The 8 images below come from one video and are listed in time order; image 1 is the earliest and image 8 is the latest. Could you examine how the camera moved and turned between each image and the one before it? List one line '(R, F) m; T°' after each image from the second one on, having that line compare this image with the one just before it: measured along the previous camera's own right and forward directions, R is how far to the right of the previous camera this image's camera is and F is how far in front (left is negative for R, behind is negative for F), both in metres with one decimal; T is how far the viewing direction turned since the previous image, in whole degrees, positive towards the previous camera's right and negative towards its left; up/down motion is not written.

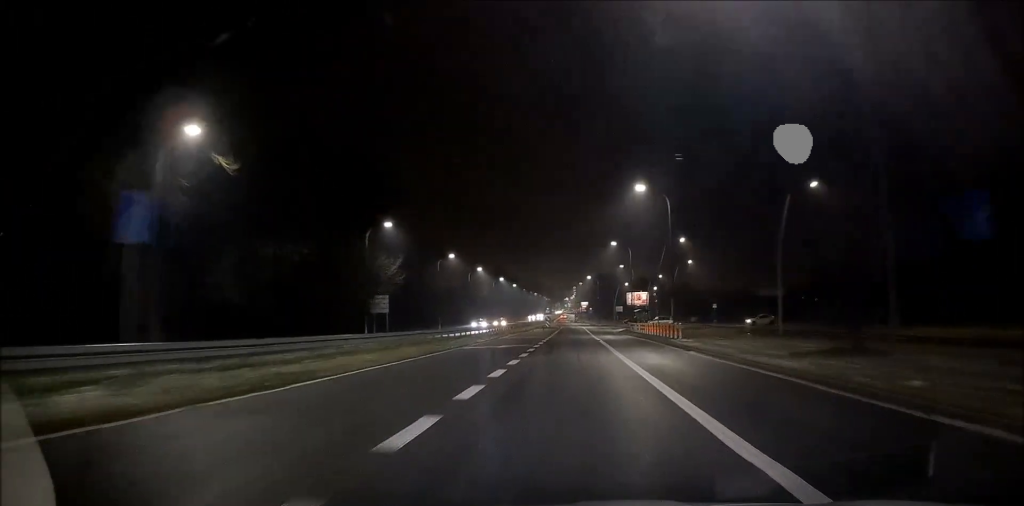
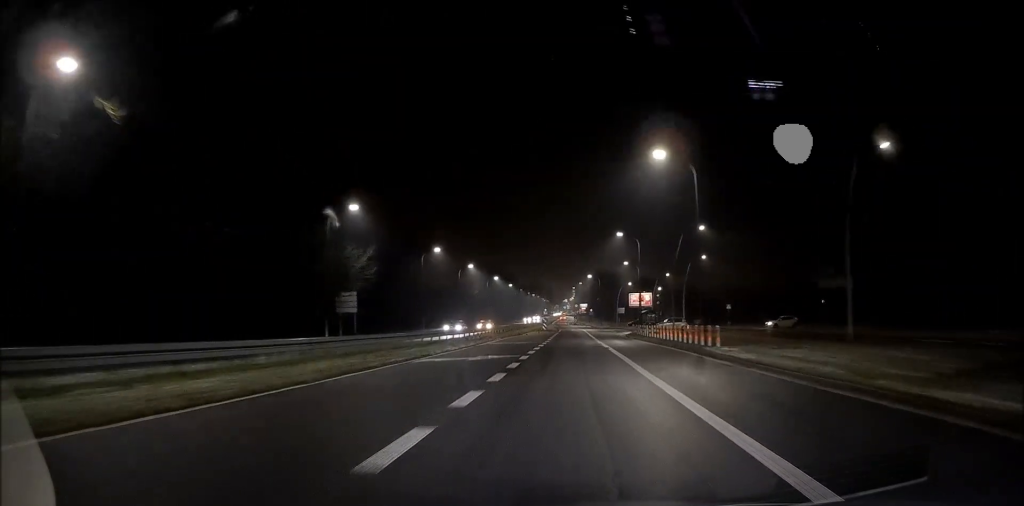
(-0.2, +8.8) m; -1°
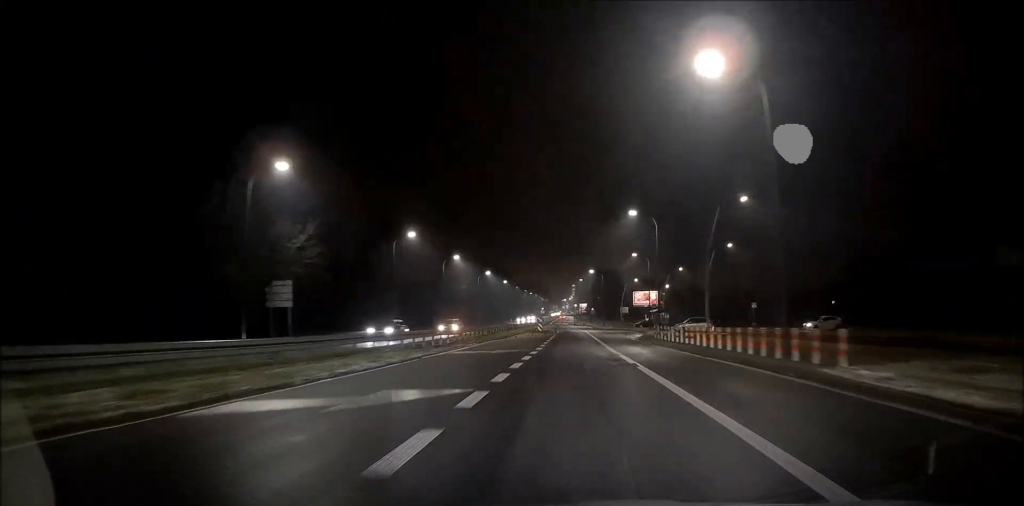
(-0.1, +12.1) m; -1°
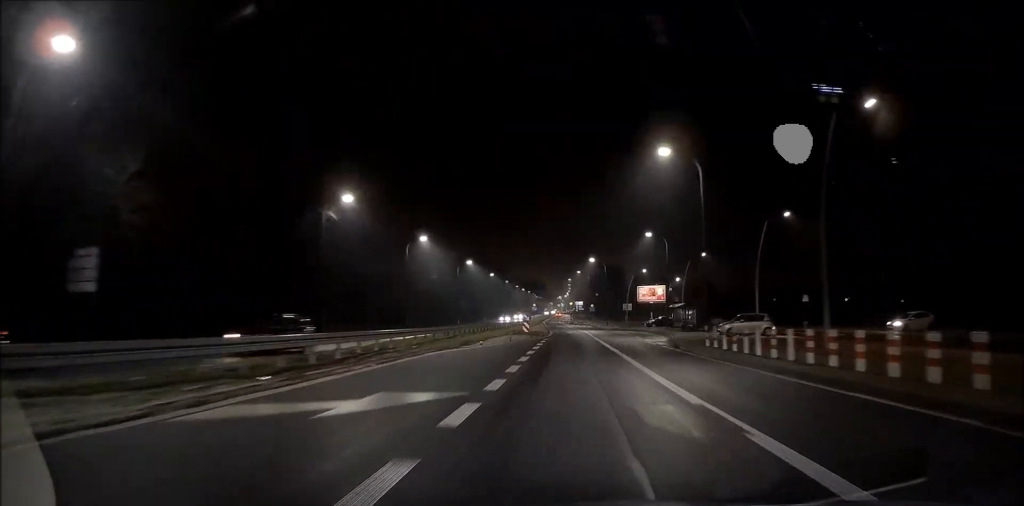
(0.0, +17.5) m; 0°
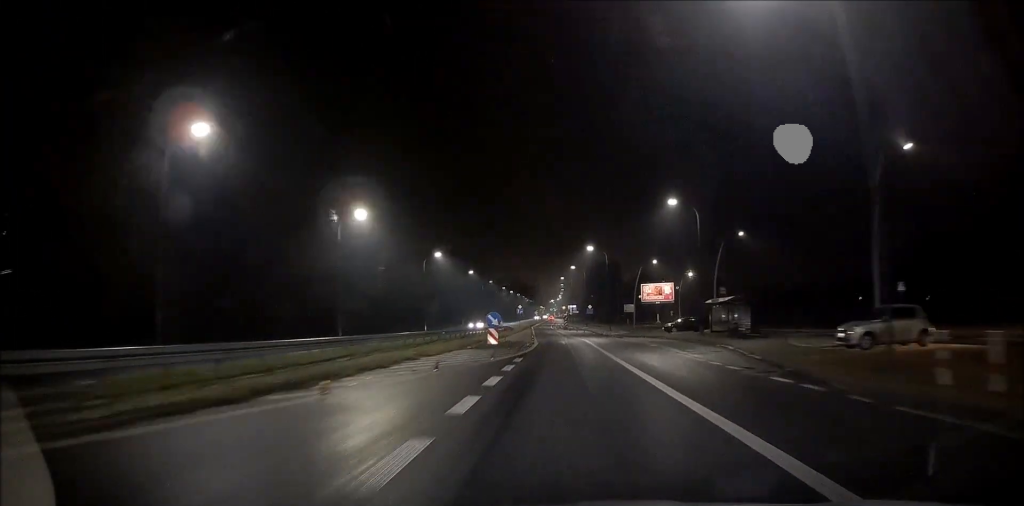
(0.0, +18.6) m; 0°
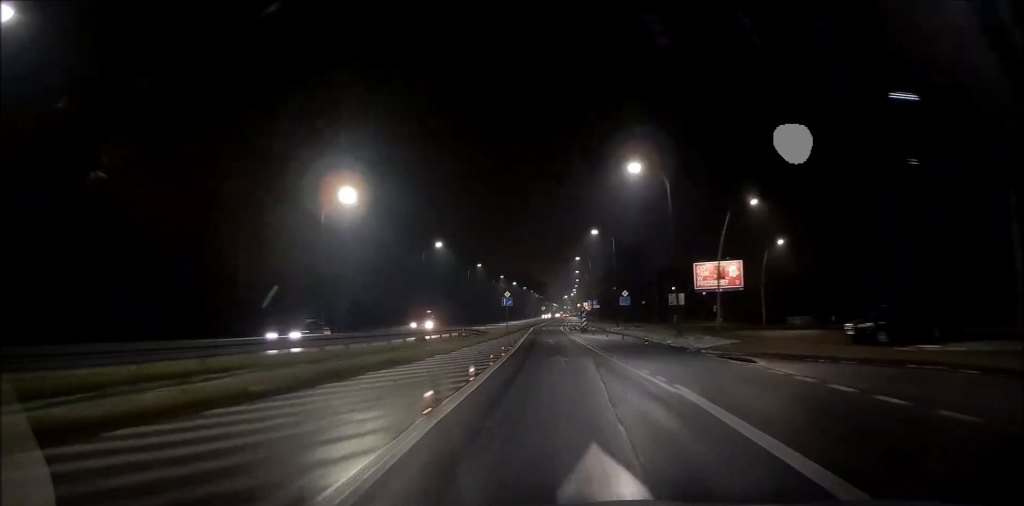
(+0.8, +37.1) m; +2°
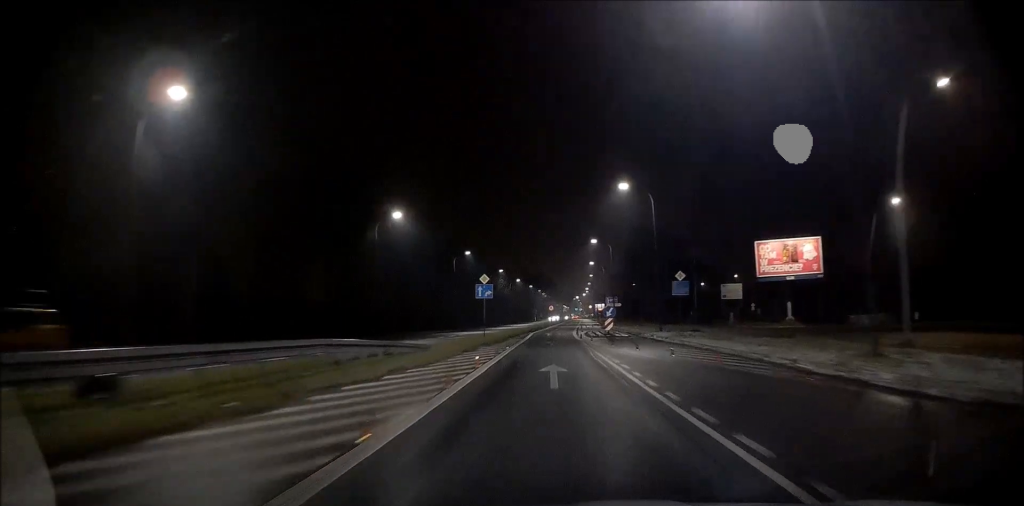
(-0.4, +21.9) m; -2°
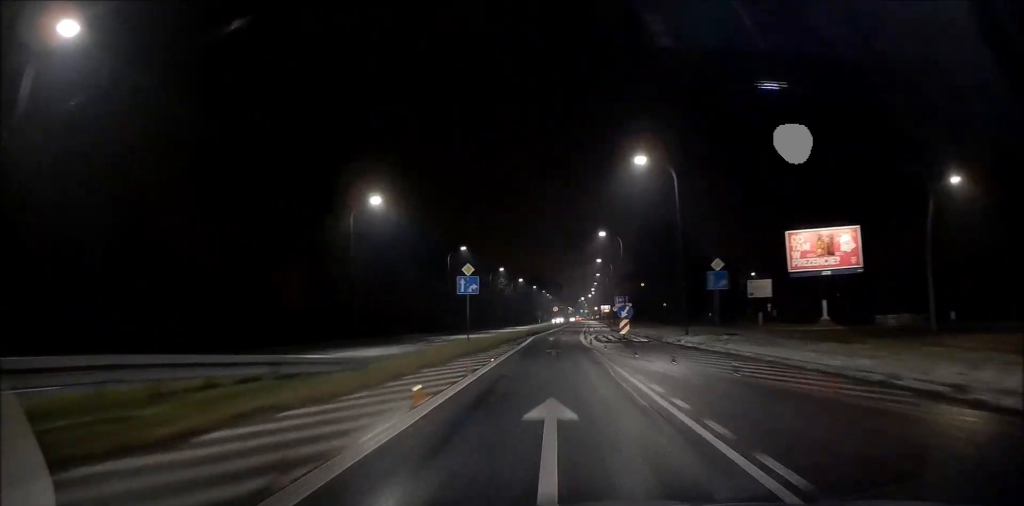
(0.0, +7.1) m; -1°
